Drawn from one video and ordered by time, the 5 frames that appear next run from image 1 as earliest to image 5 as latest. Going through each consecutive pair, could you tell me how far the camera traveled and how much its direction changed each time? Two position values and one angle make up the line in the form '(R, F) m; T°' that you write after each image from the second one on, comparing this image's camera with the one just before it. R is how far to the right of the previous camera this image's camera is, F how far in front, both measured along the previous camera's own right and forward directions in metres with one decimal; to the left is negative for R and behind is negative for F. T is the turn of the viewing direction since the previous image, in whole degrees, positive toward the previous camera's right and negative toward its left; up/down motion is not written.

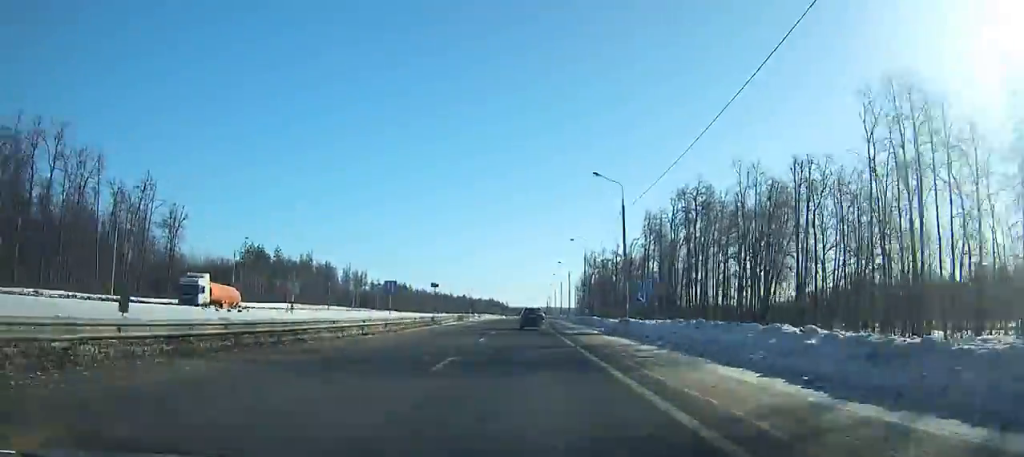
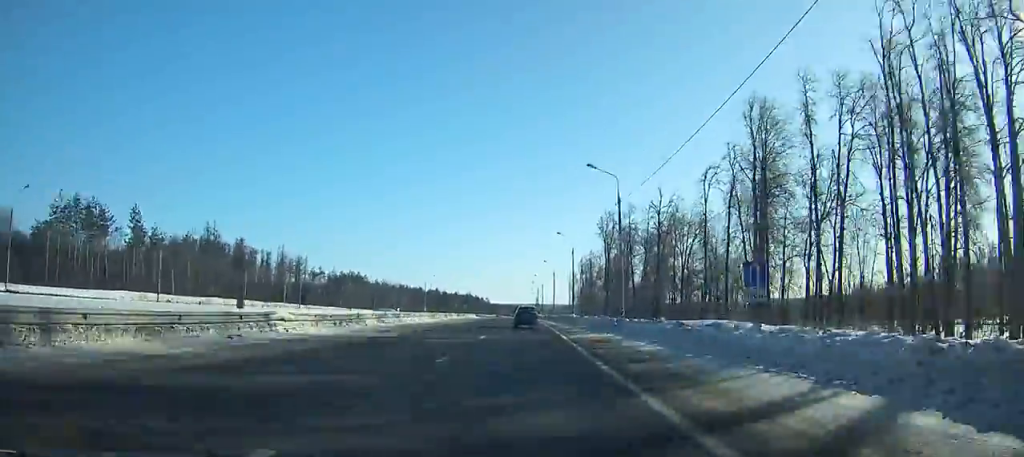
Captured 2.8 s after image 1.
(+0.9, +70.1) m; +1°
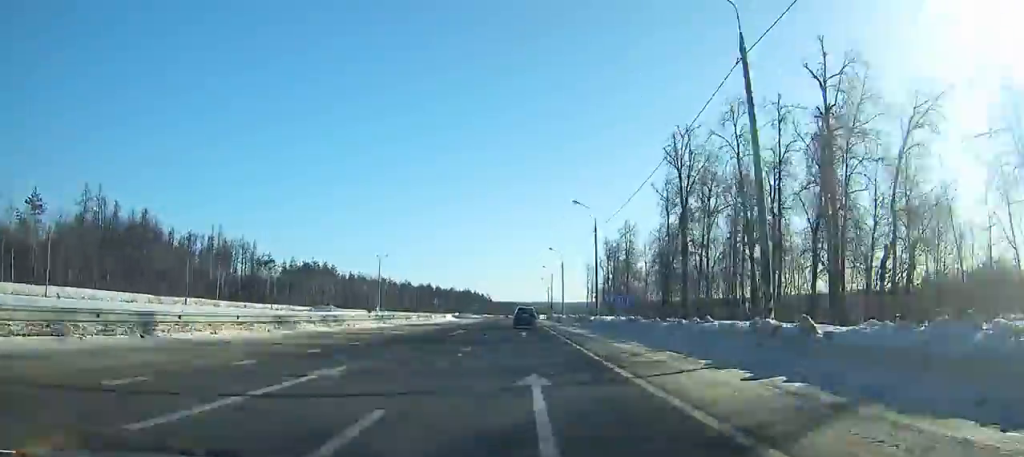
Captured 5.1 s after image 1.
(+0.2, +58.5) m; 0°
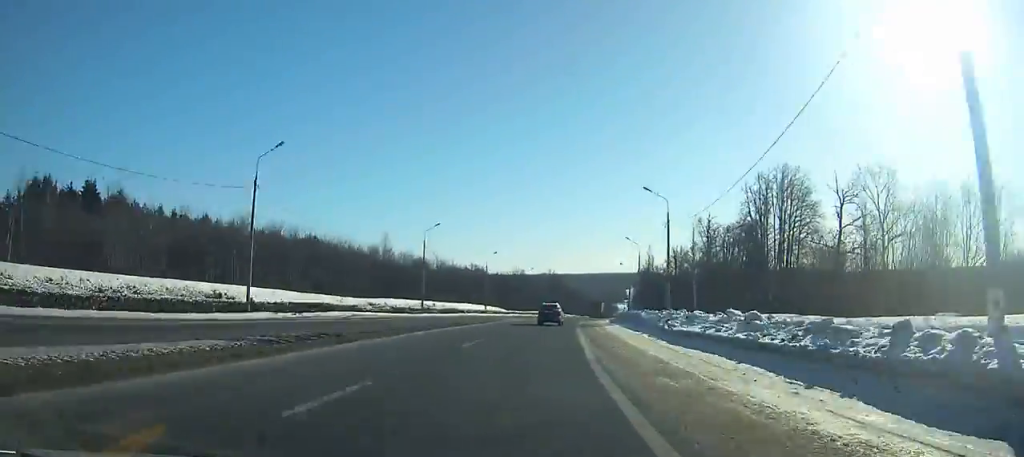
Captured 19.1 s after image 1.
(+16.9, +354.3) m; +11°
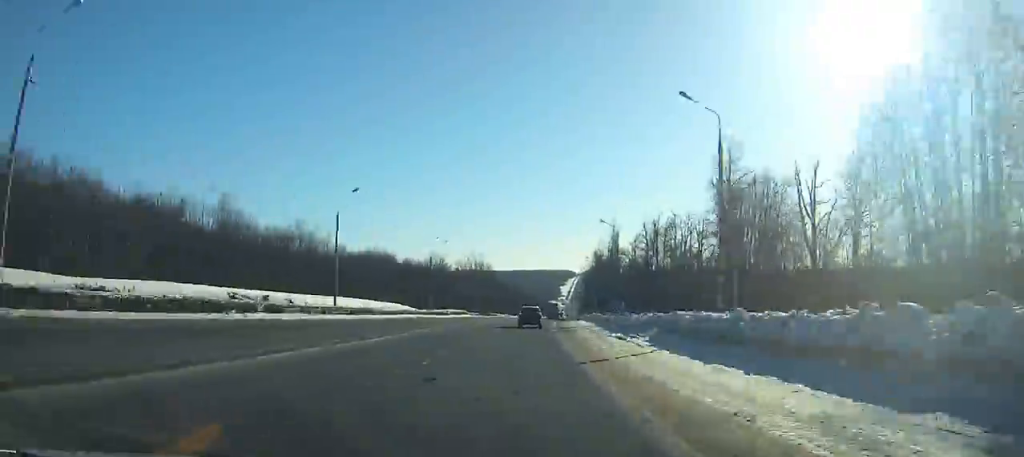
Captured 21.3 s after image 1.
(+1.4, +53.5) m; +5°
